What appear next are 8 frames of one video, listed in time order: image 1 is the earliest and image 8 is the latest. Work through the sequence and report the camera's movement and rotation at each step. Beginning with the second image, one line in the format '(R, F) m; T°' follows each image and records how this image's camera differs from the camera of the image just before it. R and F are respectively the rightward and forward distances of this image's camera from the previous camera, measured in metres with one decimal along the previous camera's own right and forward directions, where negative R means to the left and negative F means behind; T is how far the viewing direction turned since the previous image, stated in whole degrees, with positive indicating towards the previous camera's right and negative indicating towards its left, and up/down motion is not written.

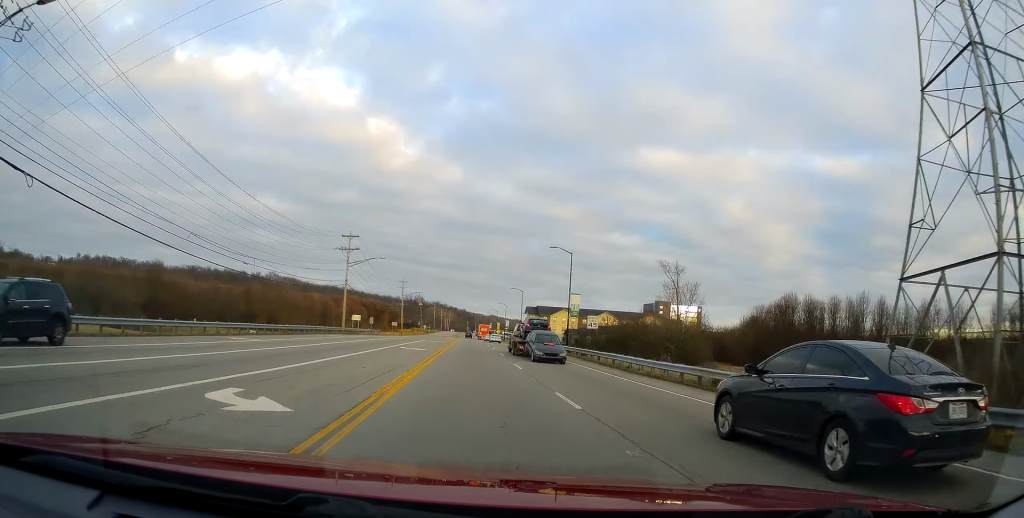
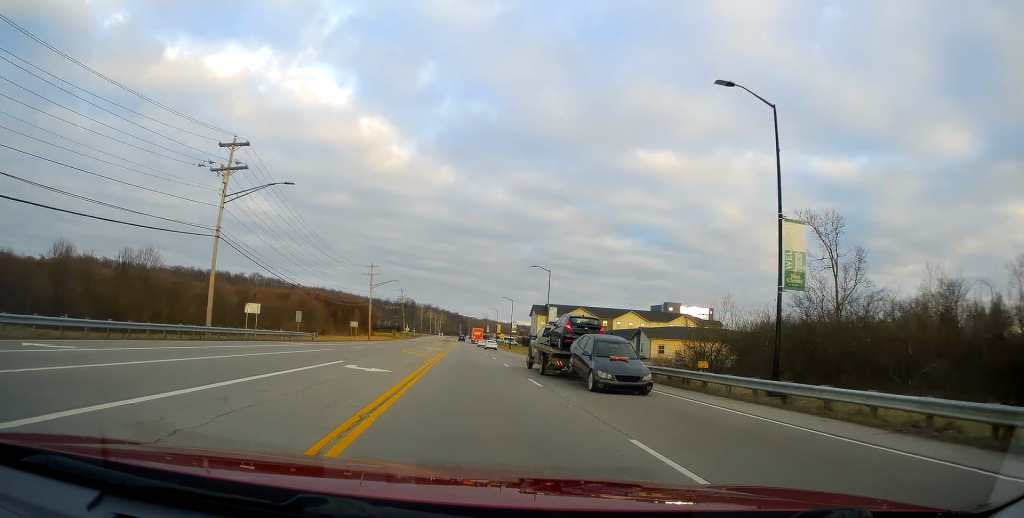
(+0.6, +42.2) m; +1°
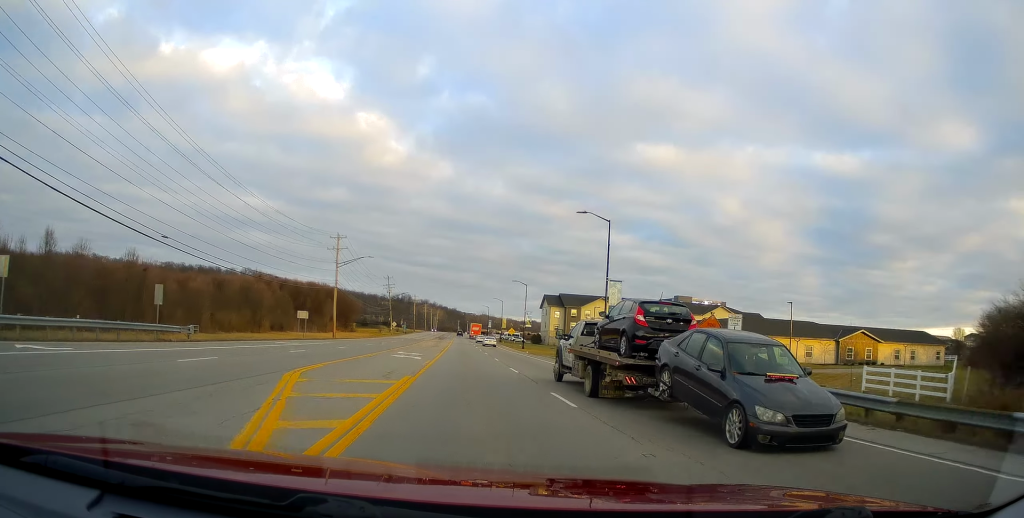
(0.0, +29.2) m; 0°
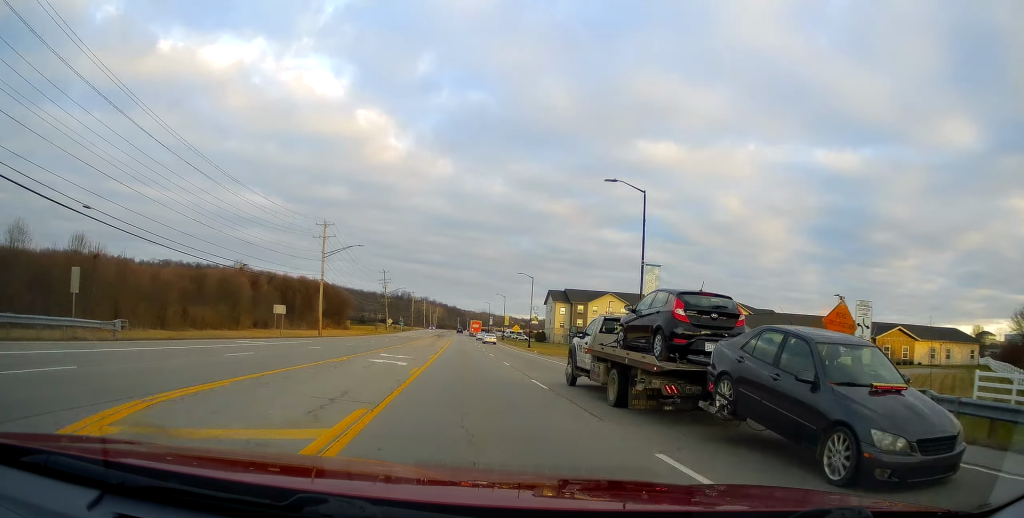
(-0.1, +8.2) m; 0°
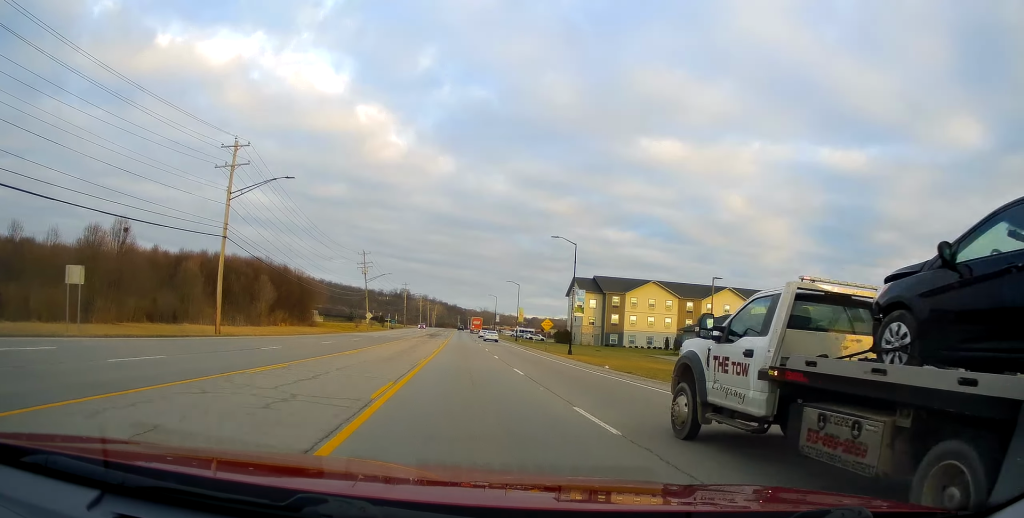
(+0.3, +31.5) m; +1°
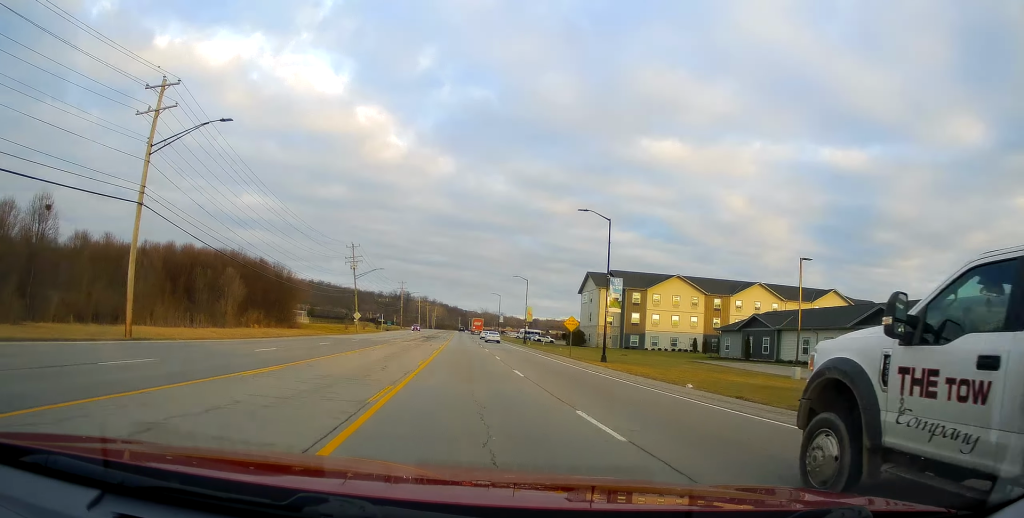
(-0.1, +12.6) m; 0°
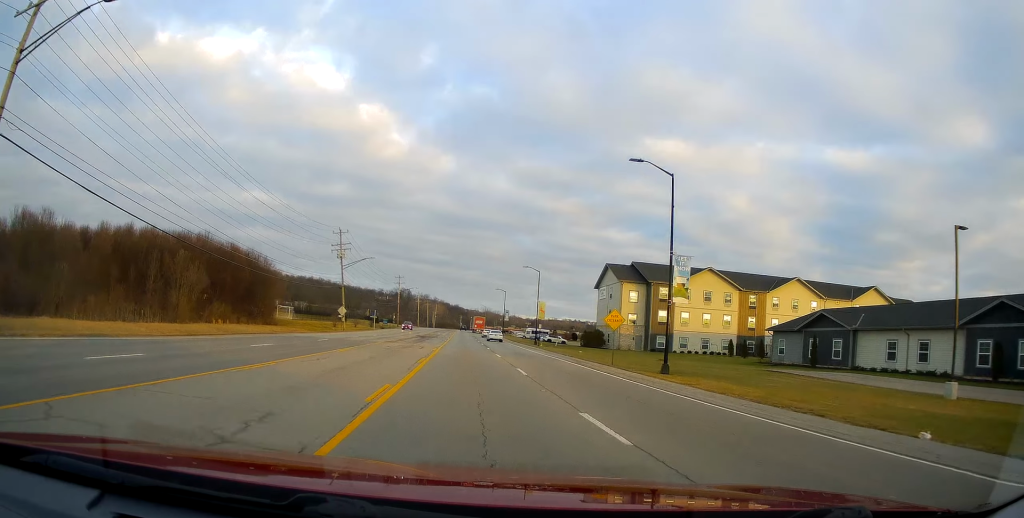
(-0.1, +12.6) m; 0°
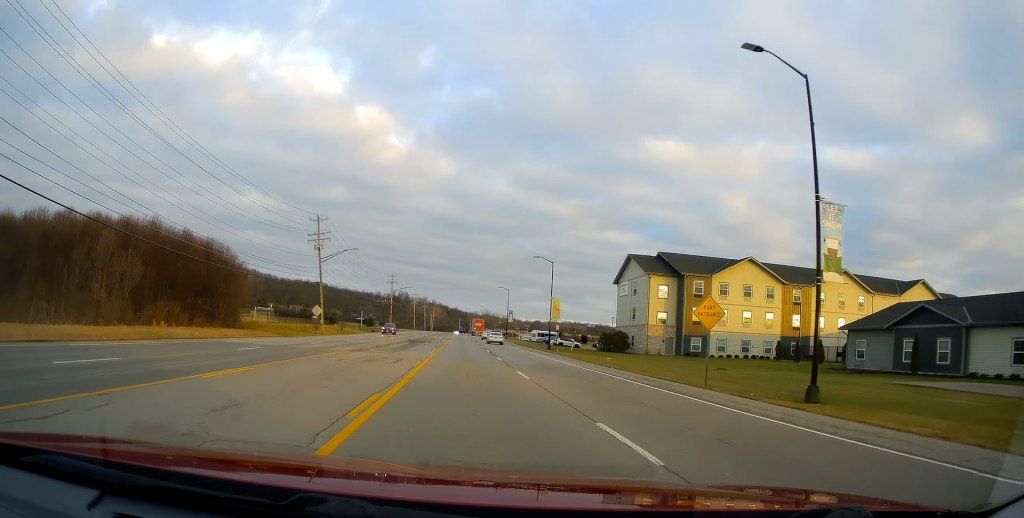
(+0.1, +13.4) m; -1°
